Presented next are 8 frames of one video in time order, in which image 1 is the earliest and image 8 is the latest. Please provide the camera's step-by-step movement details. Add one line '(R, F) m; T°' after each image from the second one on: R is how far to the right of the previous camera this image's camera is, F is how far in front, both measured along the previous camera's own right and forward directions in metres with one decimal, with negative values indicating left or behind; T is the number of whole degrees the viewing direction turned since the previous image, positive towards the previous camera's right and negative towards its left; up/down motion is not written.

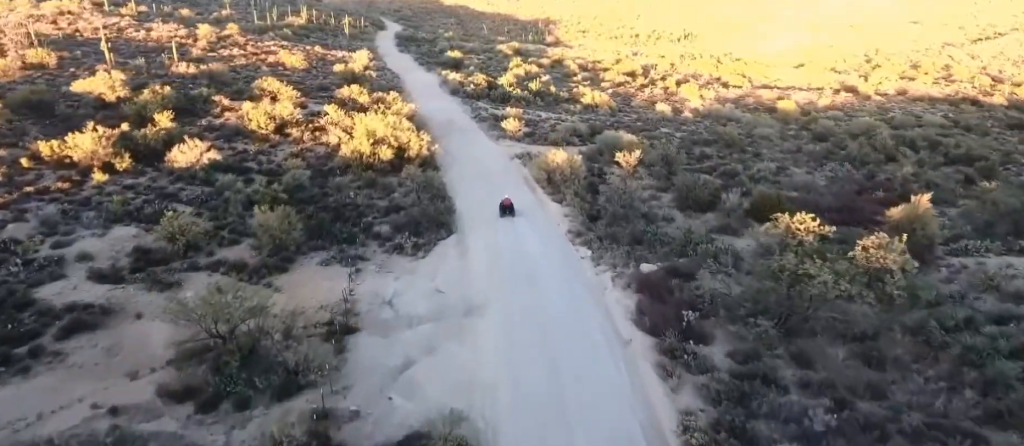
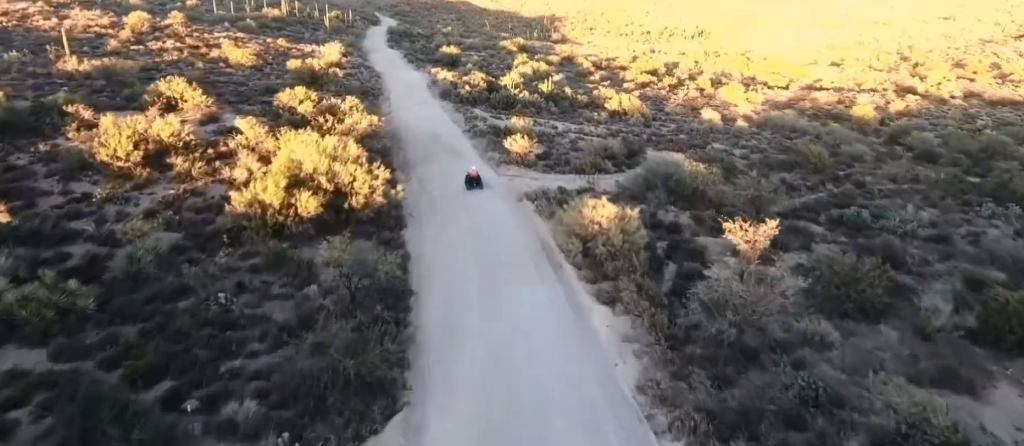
(-0.6, +25.8) m; -6°
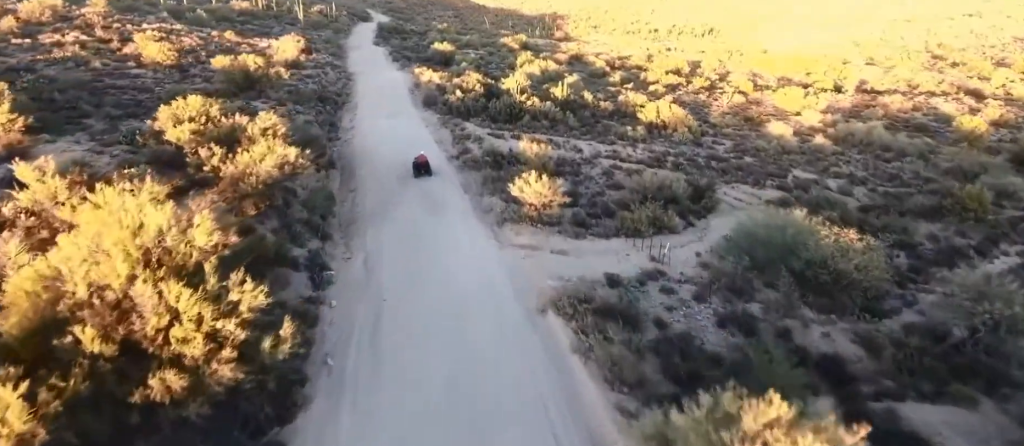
(-1.6, +23.0) m; -6°
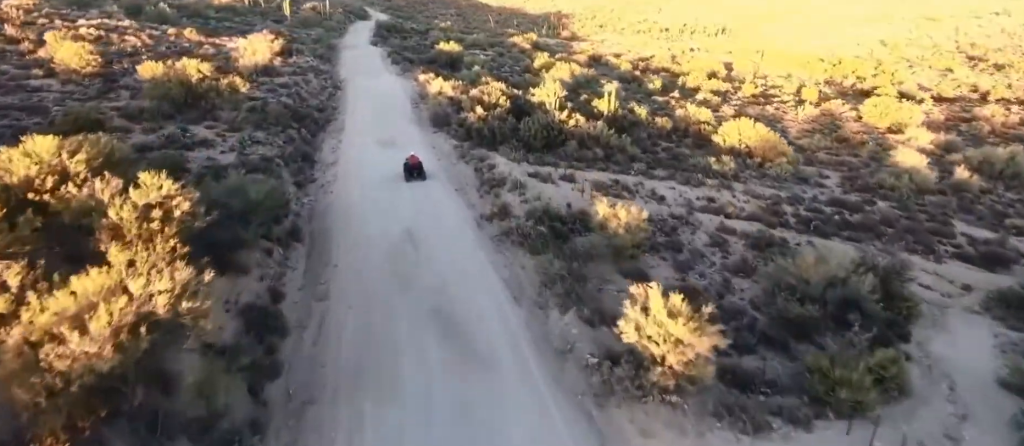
(-0.5, +16.0) m; -1°
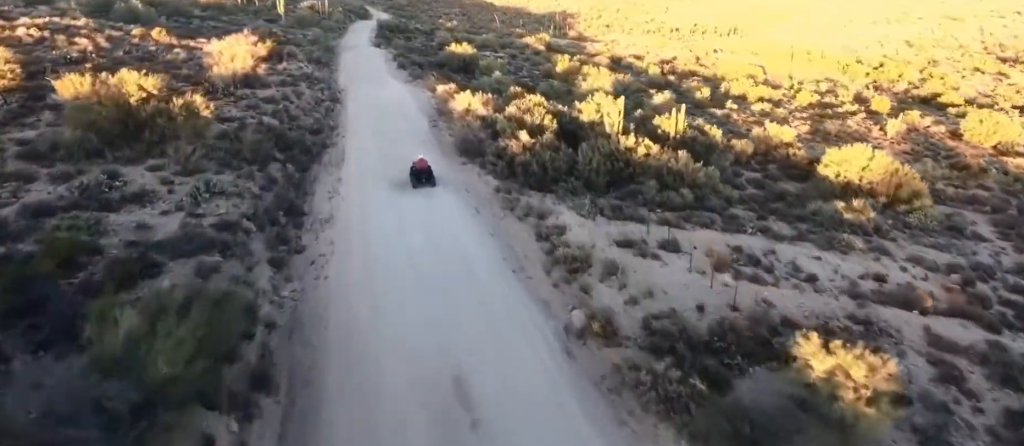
(-0.1, +11.7) m; +1°
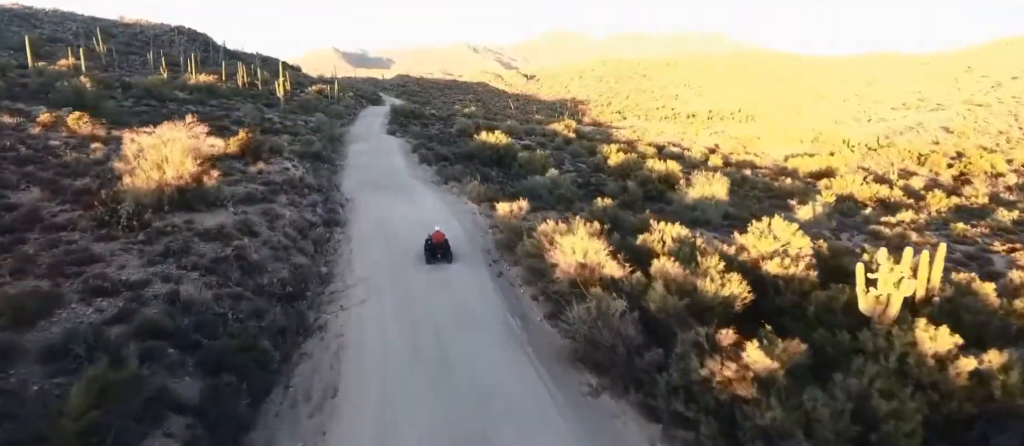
(+0.4, +21.0) m; 0°
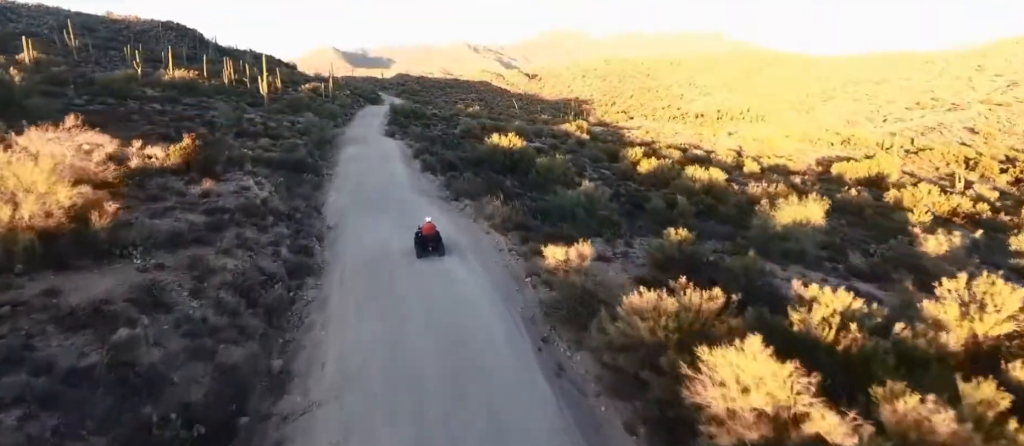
(-0.5, +10.5) m; 0°
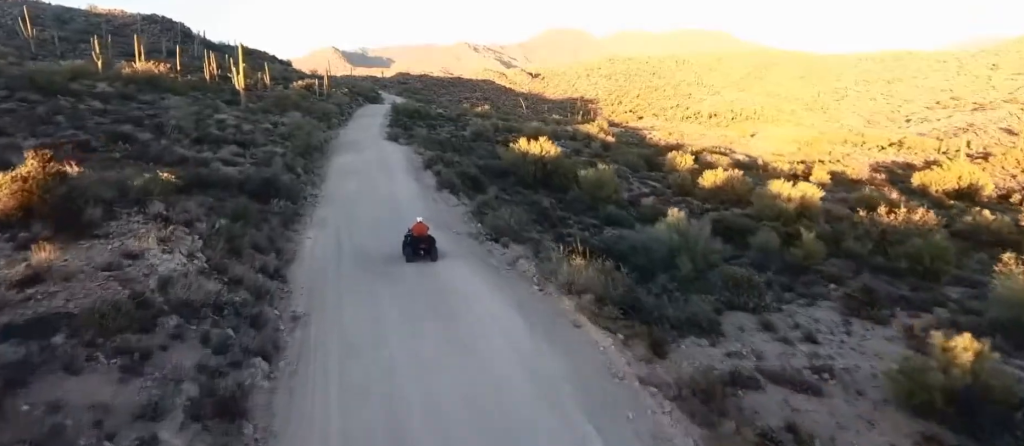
(+0.2, +12.9) m; +2°
